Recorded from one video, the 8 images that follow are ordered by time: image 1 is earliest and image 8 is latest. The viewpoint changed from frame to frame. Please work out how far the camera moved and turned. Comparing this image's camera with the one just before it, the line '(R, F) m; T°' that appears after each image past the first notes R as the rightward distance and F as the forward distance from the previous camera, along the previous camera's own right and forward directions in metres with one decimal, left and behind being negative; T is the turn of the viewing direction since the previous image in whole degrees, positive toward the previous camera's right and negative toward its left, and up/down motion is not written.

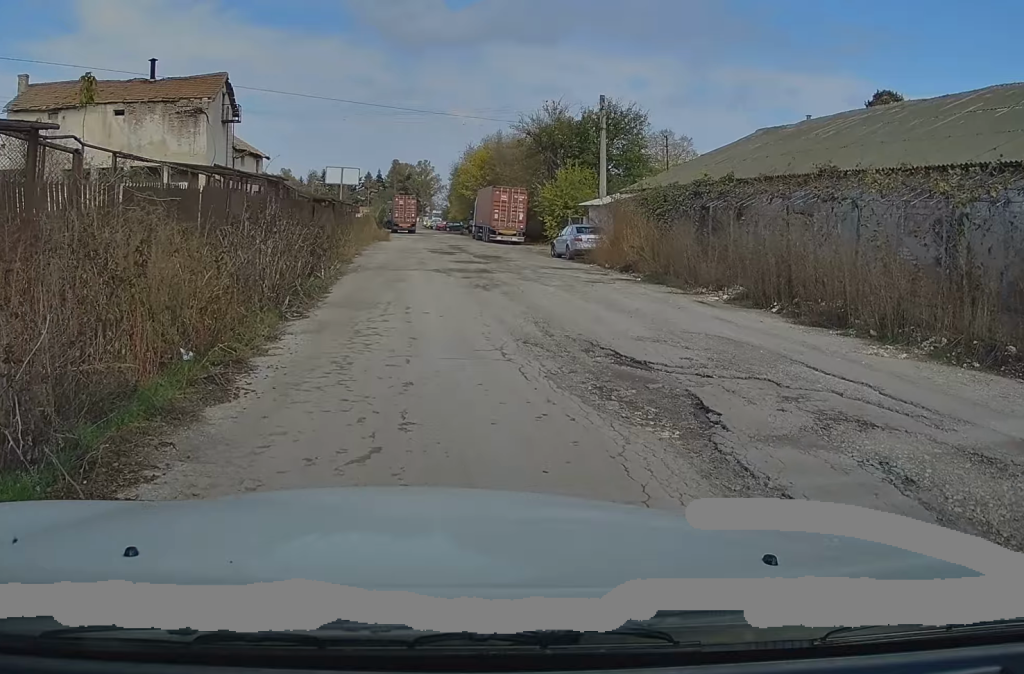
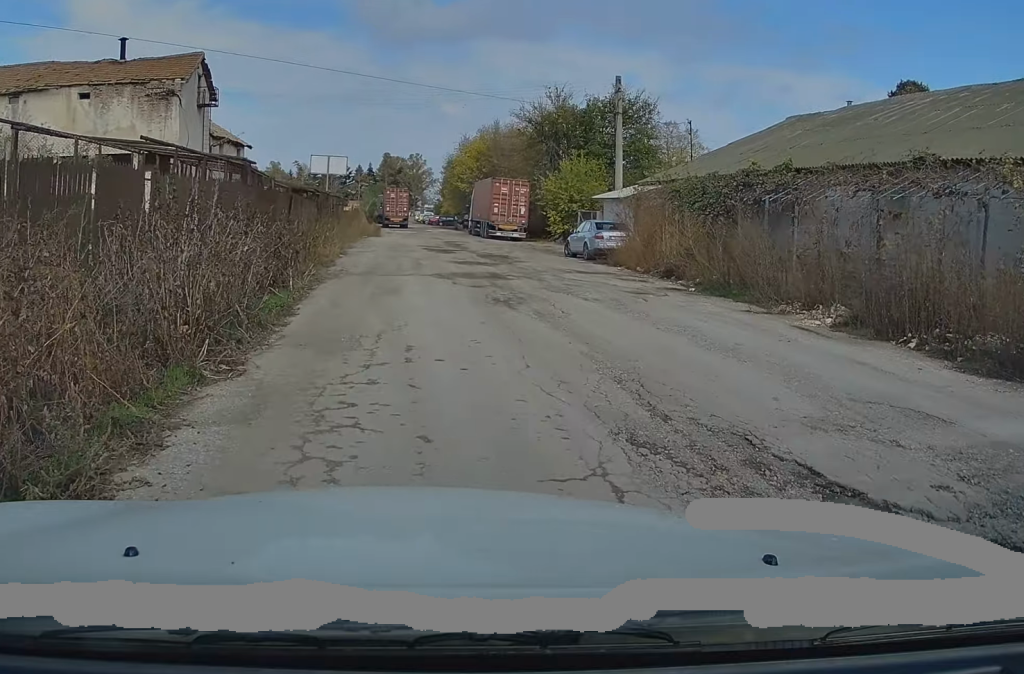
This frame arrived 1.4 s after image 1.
(-0.1, +4.6) m; +1°
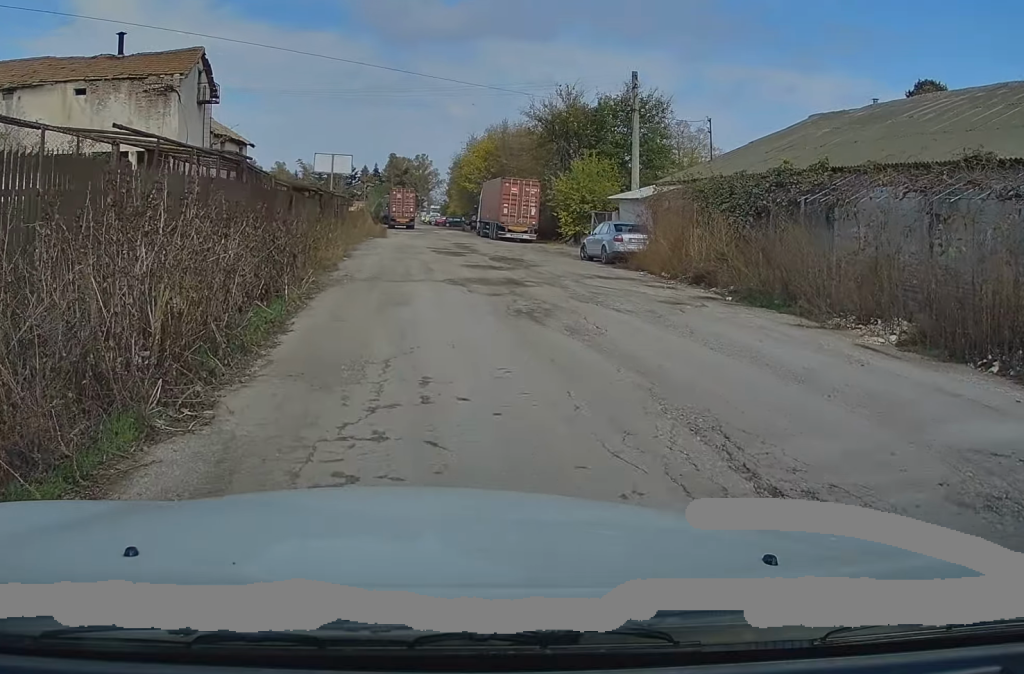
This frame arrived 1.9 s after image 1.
(+0.1, +1.6) m; 0°
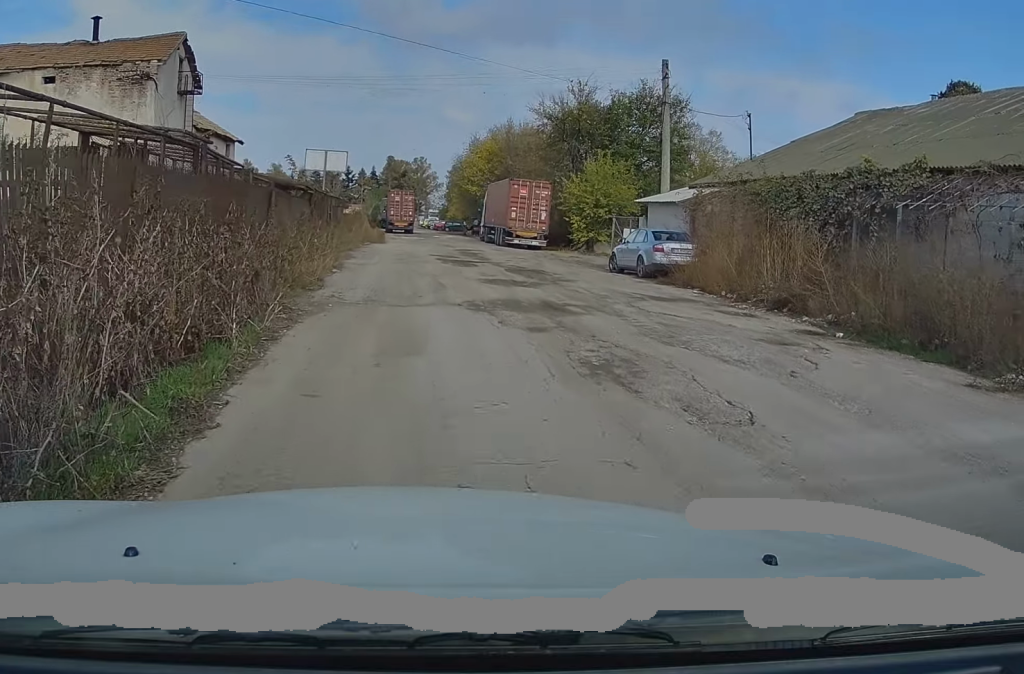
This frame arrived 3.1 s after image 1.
(0.0, +4.1) m; -2°
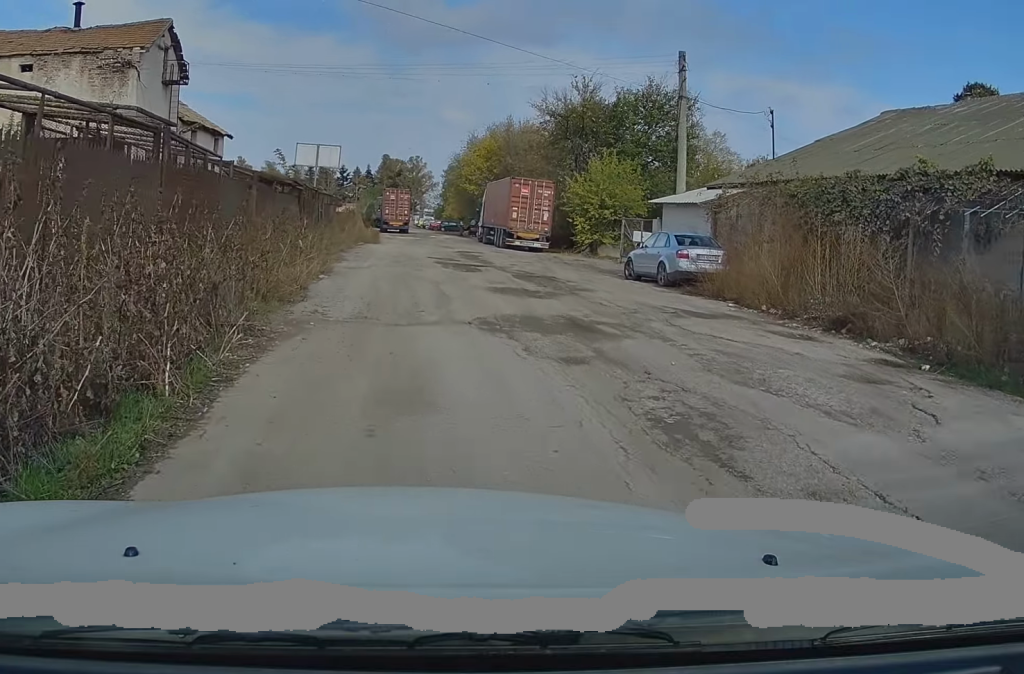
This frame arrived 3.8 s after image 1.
(0.0, +2.3) m; 0°
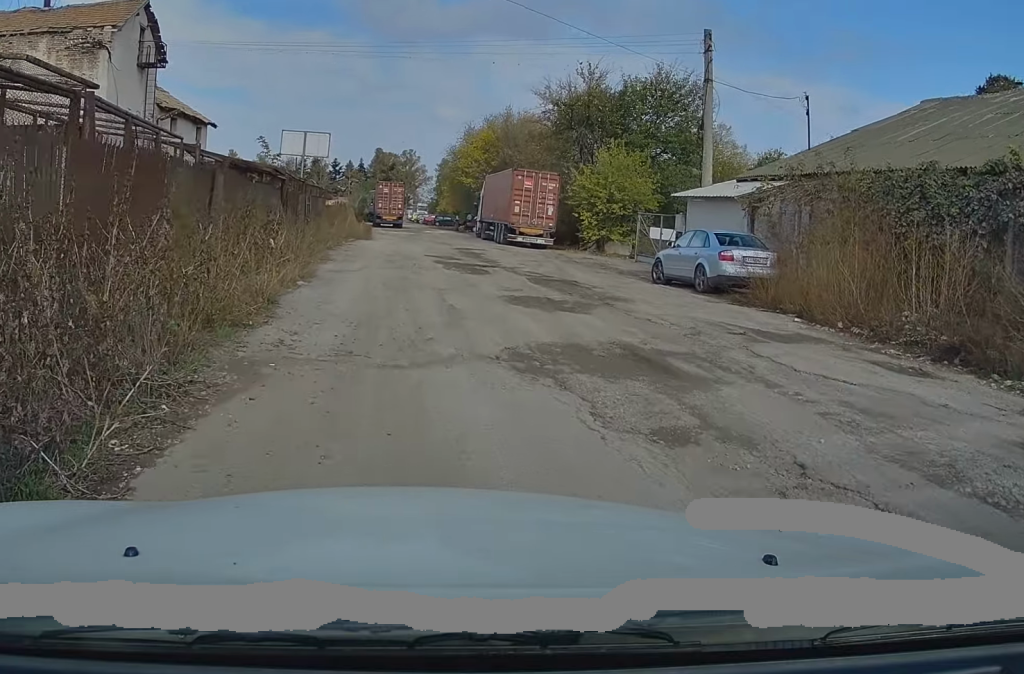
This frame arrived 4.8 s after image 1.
(+0.1, +3.1) m; +1°
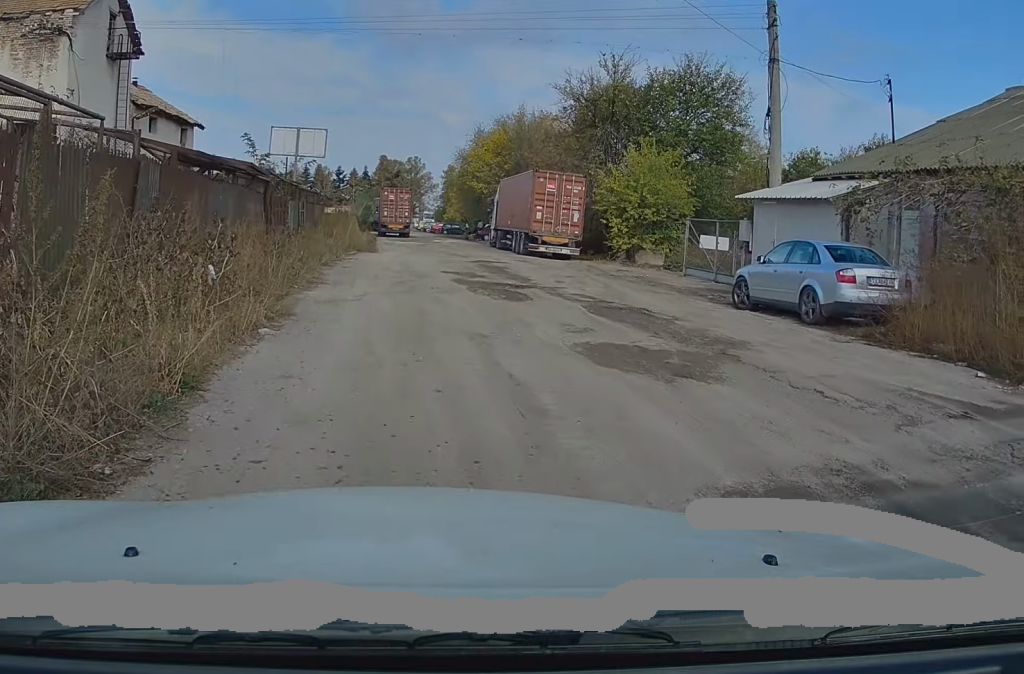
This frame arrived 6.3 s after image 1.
(-0.2, +4.8) m; -4°
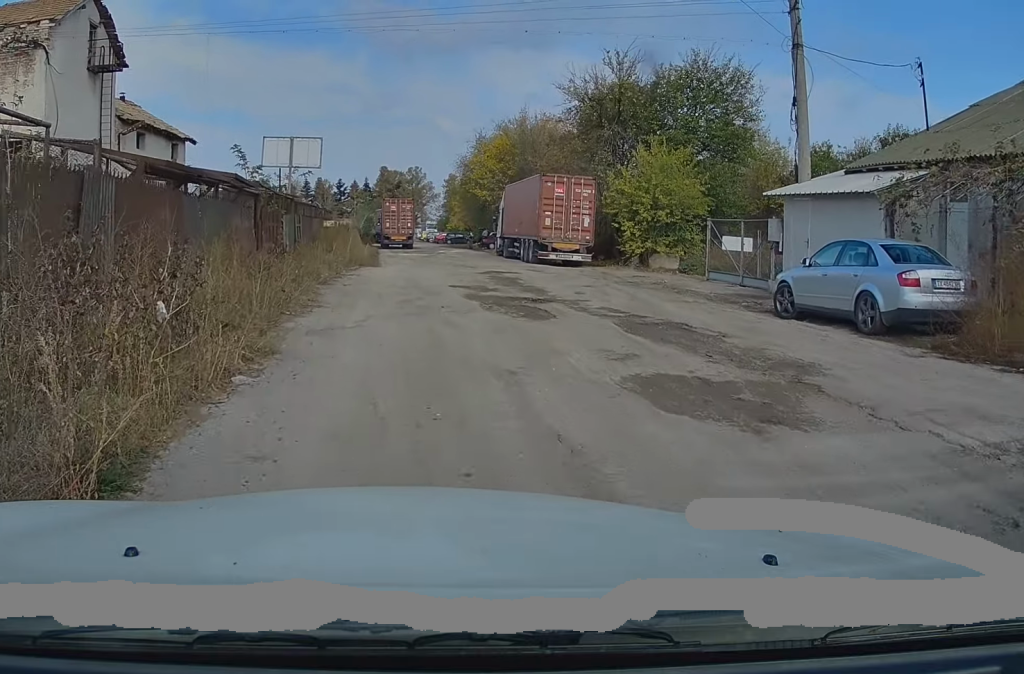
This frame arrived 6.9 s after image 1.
(0.0, +1.8) m; +1°
